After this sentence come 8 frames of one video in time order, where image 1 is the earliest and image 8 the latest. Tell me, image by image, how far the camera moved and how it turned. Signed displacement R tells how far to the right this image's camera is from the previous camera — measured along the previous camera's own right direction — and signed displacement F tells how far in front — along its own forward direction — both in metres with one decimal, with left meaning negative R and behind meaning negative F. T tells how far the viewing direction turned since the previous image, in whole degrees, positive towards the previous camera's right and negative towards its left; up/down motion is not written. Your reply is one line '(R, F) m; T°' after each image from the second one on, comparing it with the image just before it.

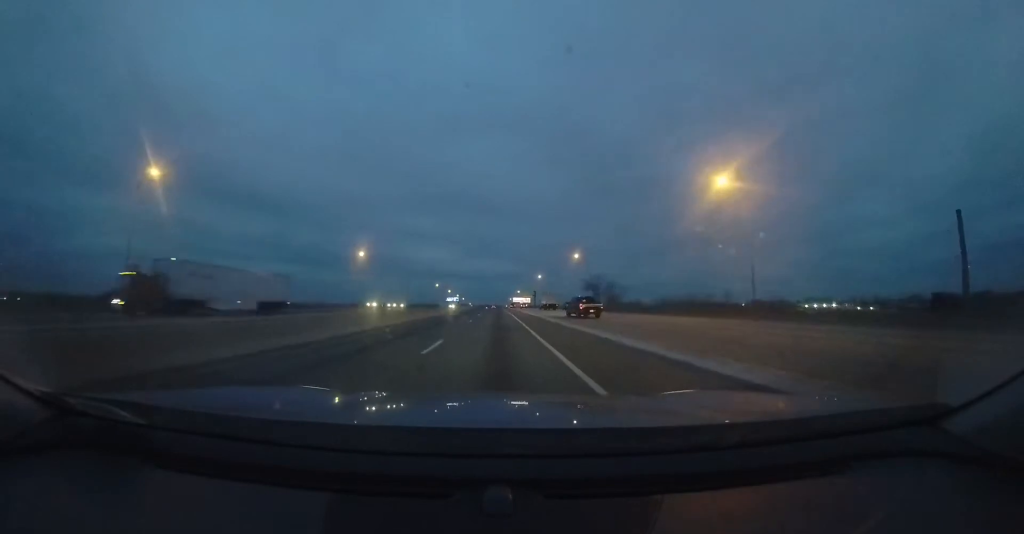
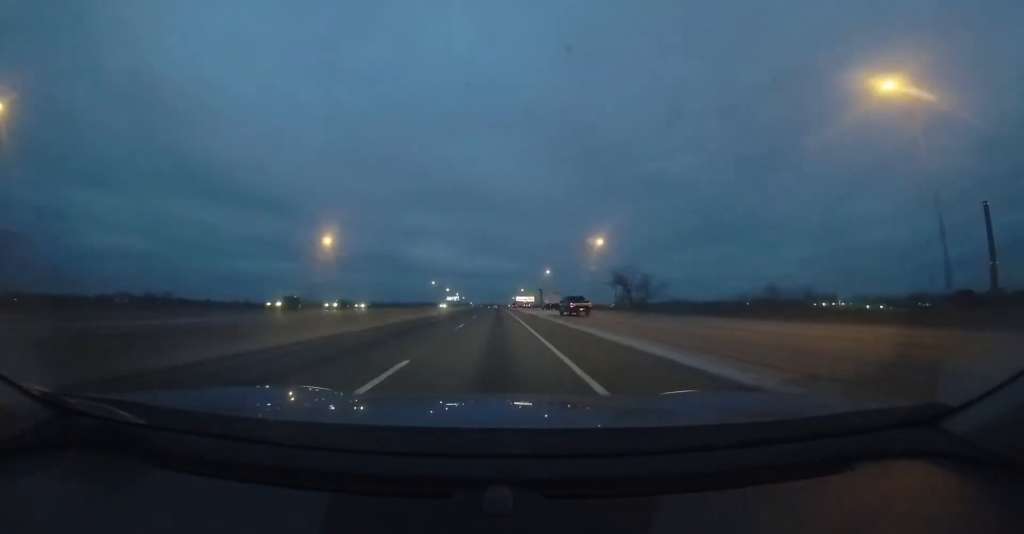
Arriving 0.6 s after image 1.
(0.0, +17.6) m; 0°
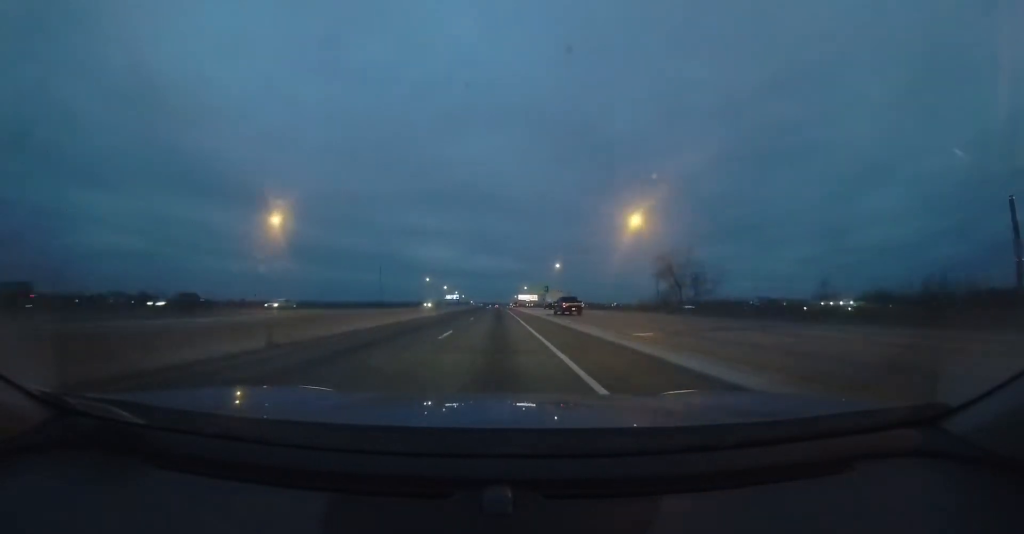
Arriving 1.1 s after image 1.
(+0.1, +16.6) m; -1°
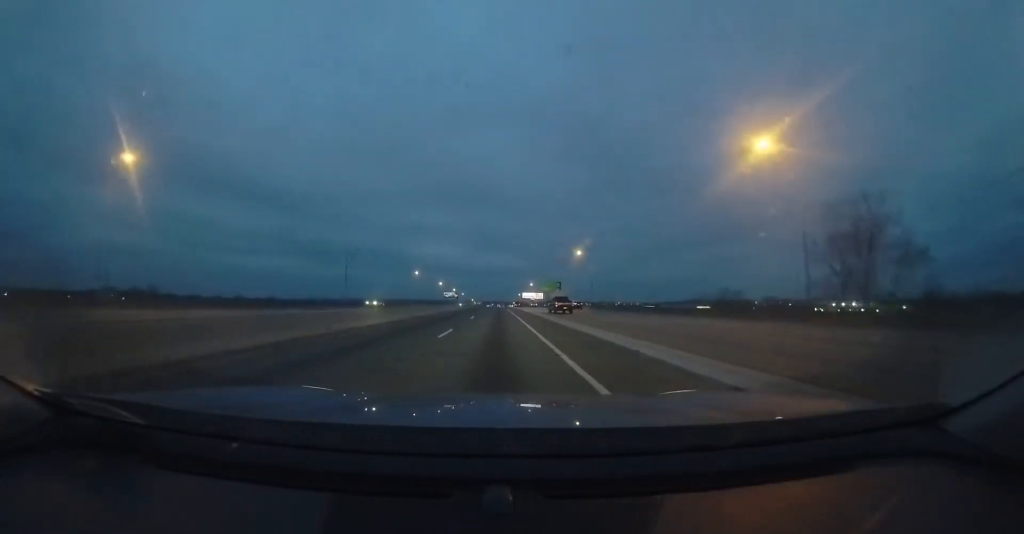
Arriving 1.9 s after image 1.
(-0.3, +24.7) m; -1°
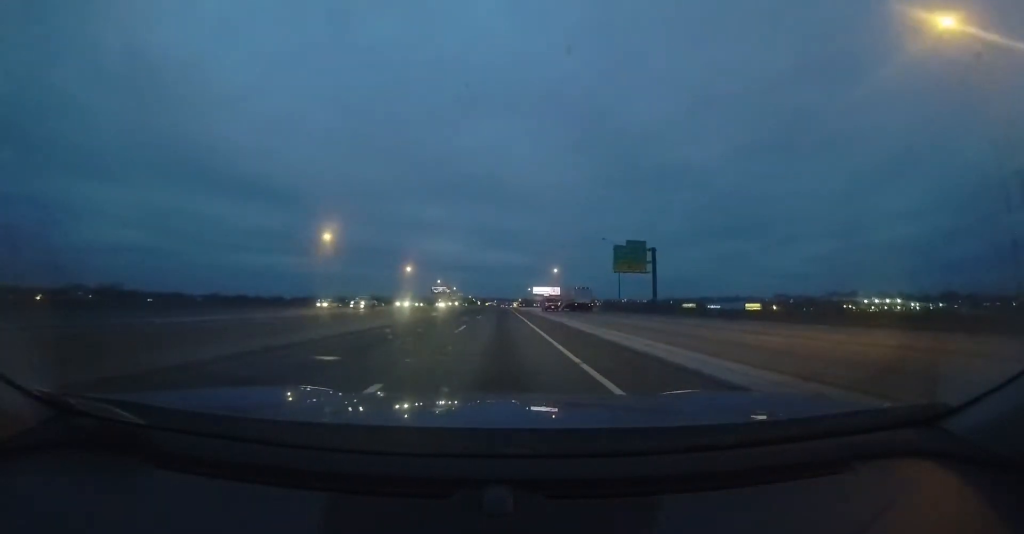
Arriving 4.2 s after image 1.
(+0.5, +70.9) m; +1°
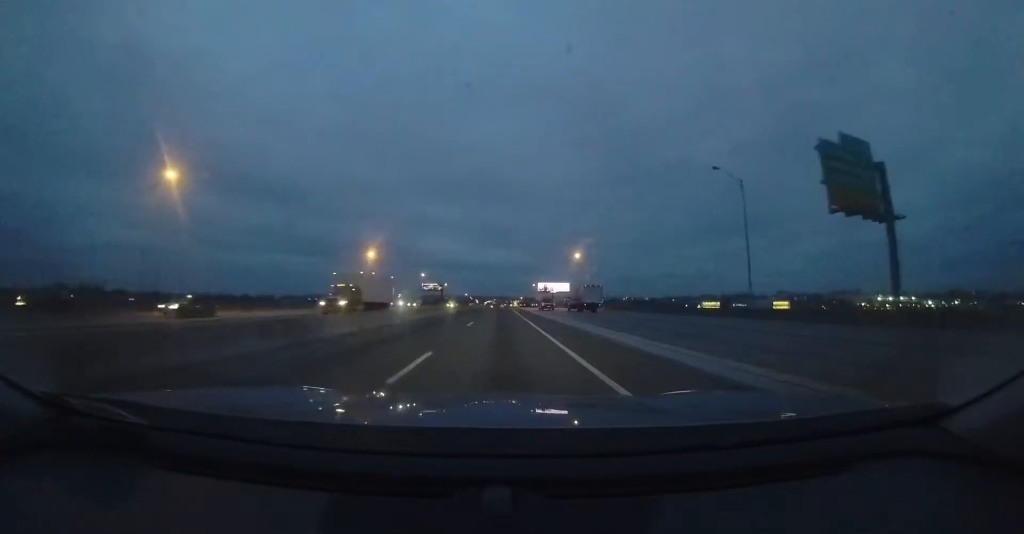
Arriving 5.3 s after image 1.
(-0.5, +33.2) m; -1°
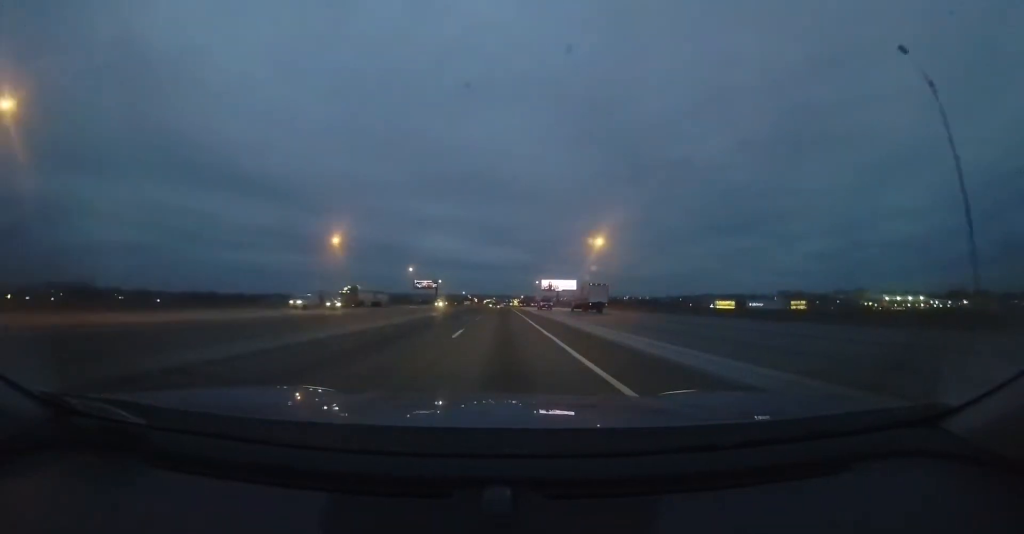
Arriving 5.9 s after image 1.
(0.0, +18.1) m; 0°
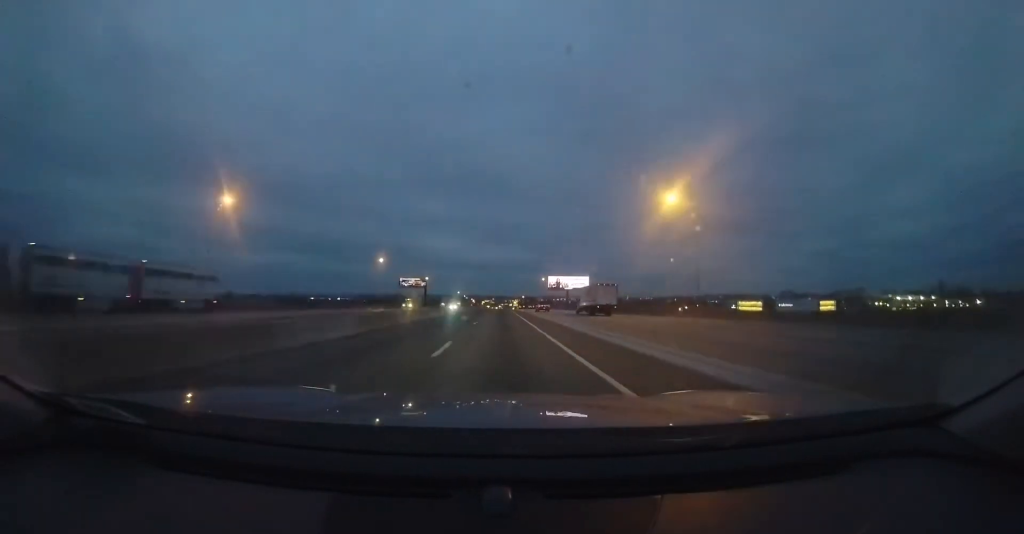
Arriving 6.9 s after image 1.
(0.0, +28.2) m; 0°
